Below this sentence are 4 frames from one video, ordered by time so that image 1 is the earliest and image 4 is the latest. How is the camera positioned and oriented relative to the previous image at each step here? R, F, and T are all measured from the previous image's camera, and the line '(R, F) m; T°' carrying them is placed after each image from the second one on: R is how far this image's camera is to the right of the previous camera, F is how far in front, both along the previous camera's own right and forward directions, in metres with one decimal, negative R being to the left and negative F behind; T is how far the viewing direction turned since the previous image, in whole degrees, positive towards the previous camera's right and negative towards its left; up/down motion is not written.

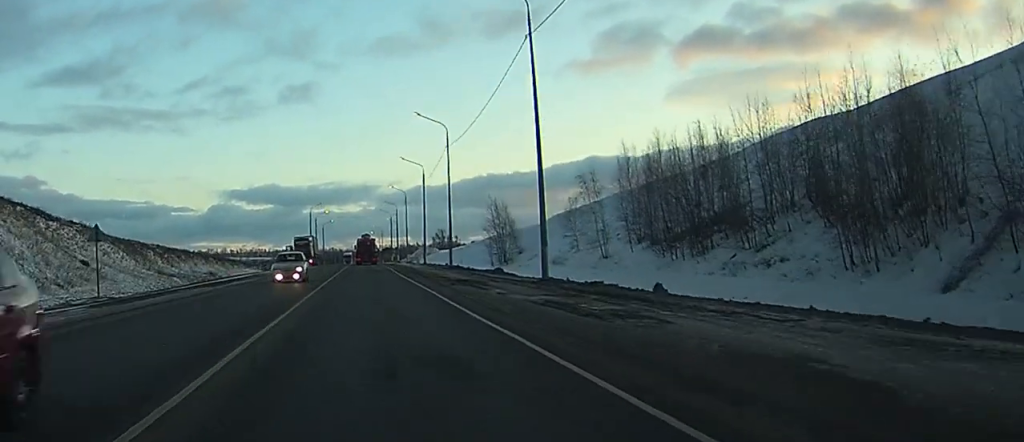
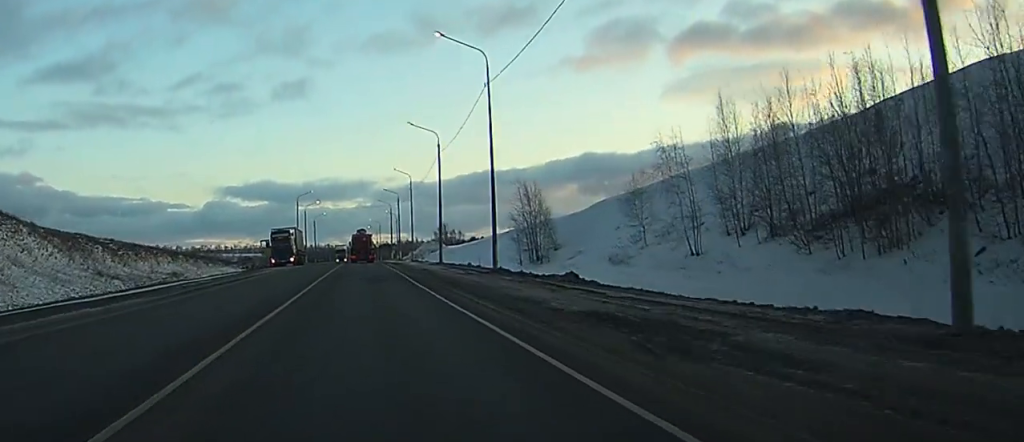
(0.0, +24.8) m; 0°
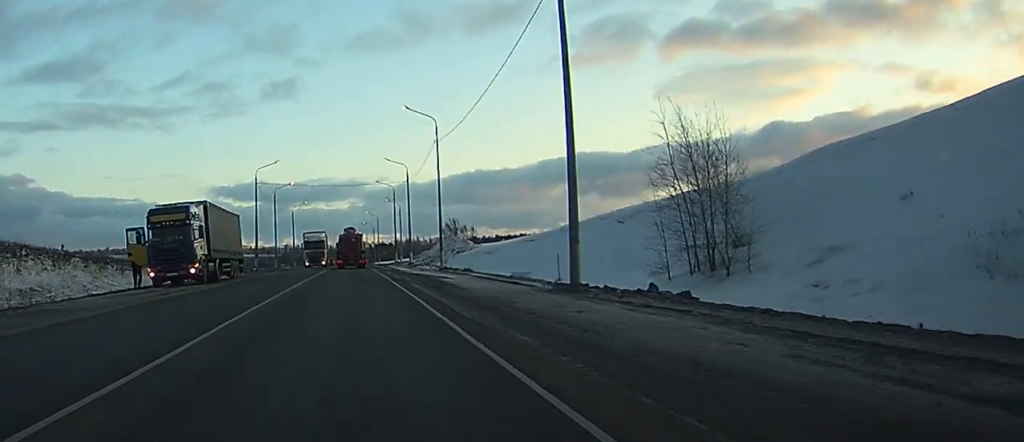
(+0.9, +49.5) m; +2°
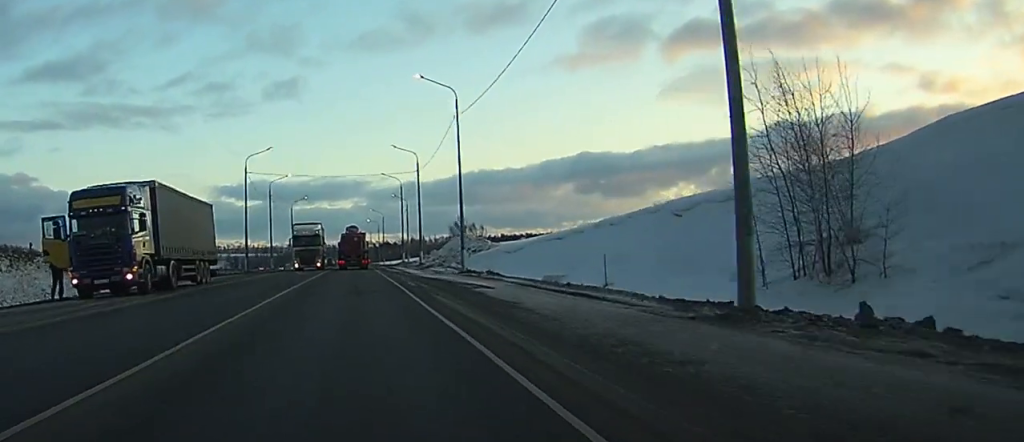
(0.0, +11.4) m; 0°
